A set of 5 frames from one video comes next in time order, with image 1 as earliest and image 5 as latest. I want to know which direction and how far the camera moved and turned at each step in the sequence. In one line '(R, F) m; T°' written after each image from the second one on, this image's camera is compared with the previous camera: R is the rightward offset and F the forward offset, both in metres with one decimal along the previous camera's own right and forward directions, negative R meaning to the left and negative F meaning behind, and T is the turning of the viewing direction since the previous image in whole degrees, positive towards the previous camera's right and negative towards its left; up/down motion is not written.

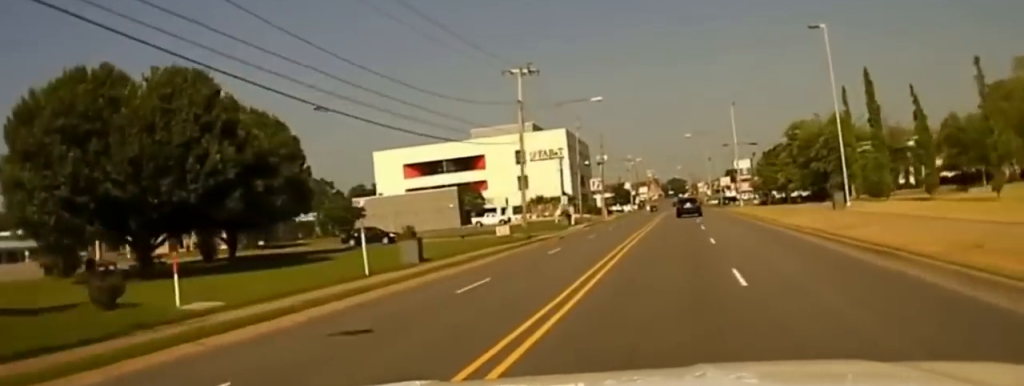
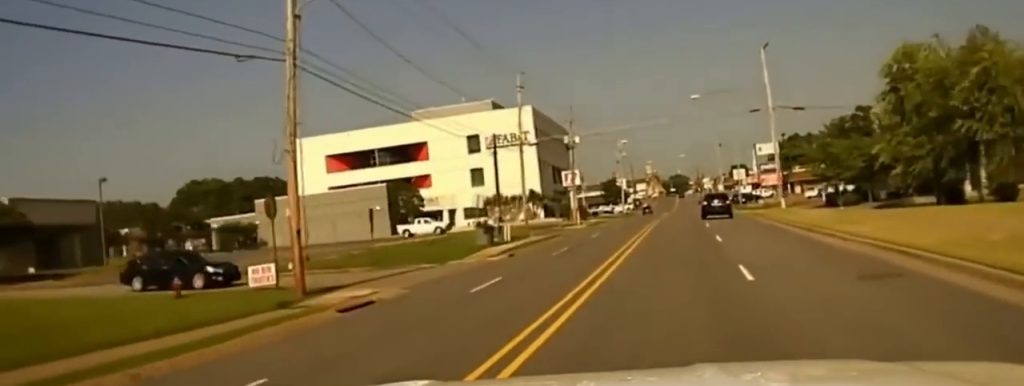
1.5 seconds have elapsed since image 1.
(0.0, +28.4) m; 0°
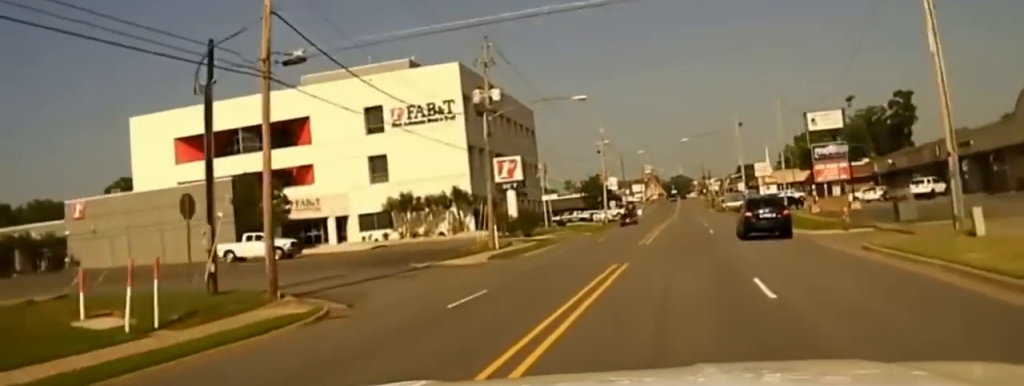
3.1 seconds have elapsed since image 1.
(-0.3, +39.6) m; -1°
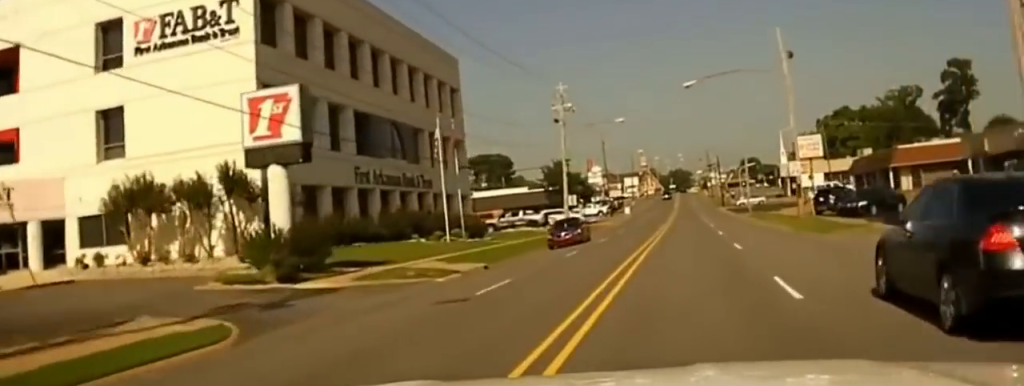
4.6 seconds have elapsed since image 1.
(0.0, +47.9) m; 0°
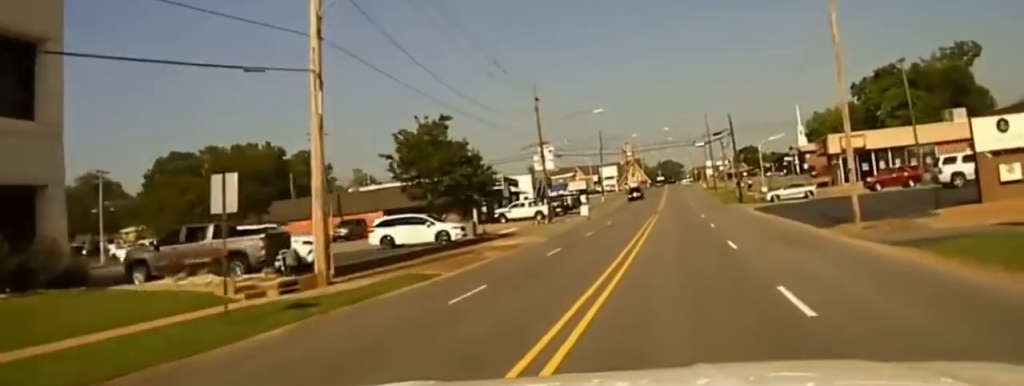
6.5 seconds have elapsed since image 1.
(+0.3, +53.9) m; 0°
